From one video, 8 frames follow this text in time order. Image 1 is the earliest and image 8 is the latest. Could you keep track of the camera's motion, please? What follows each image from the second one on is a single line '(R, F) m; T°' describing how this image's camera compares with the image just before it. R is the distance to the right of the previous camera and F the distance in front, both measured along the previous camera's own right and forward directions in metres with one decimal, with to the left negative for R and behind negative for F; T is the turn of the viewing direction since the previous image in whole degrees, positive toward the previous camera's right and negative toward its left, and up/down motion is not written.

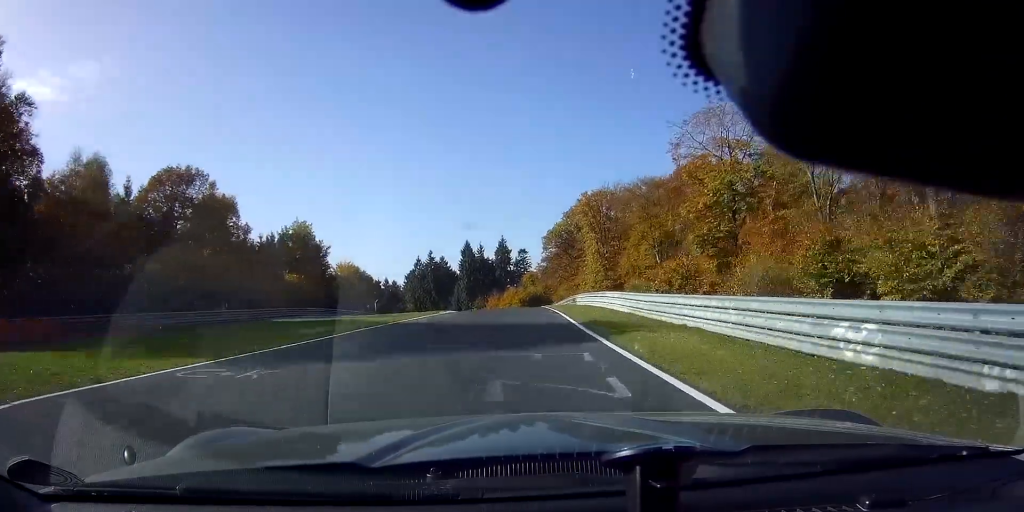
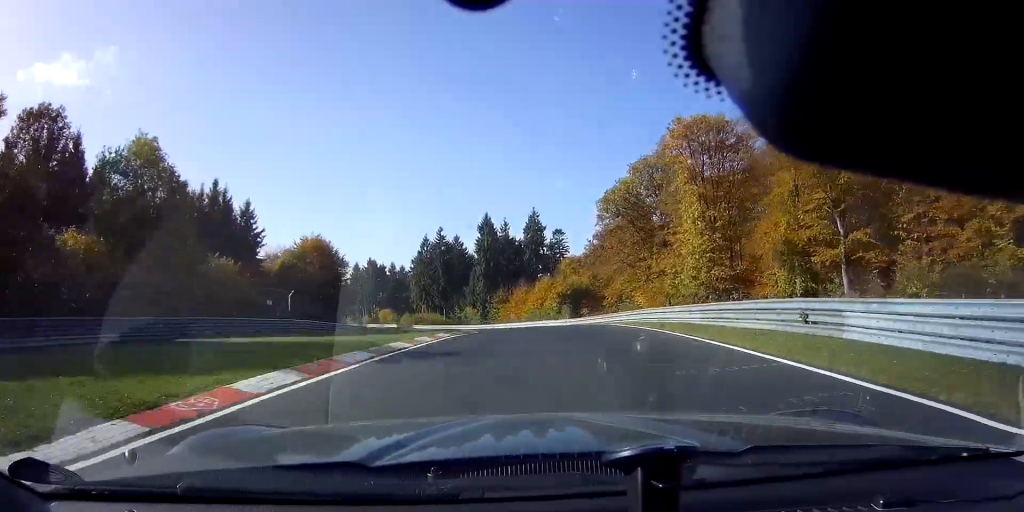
(+0.5, +36.6) m; -1°
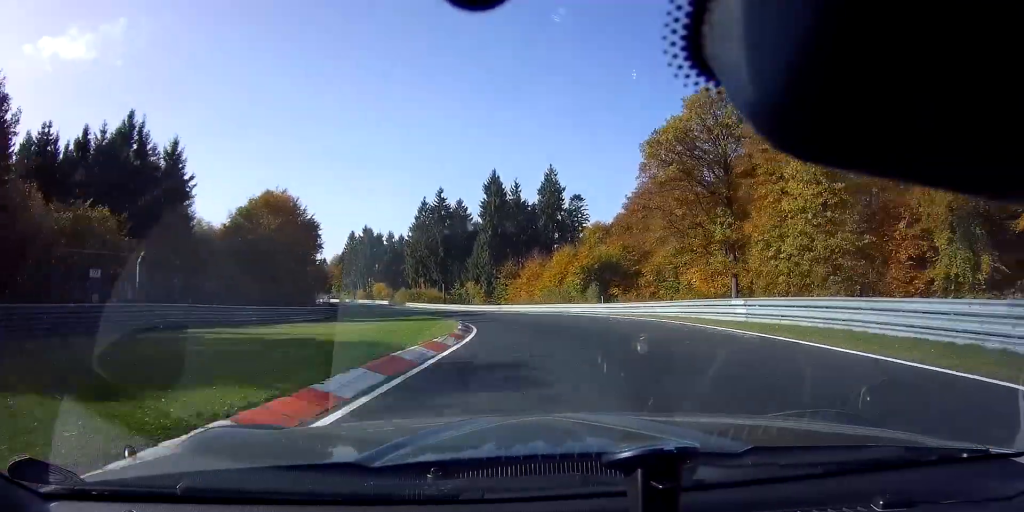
(-0.4, +18.1) m; -5°
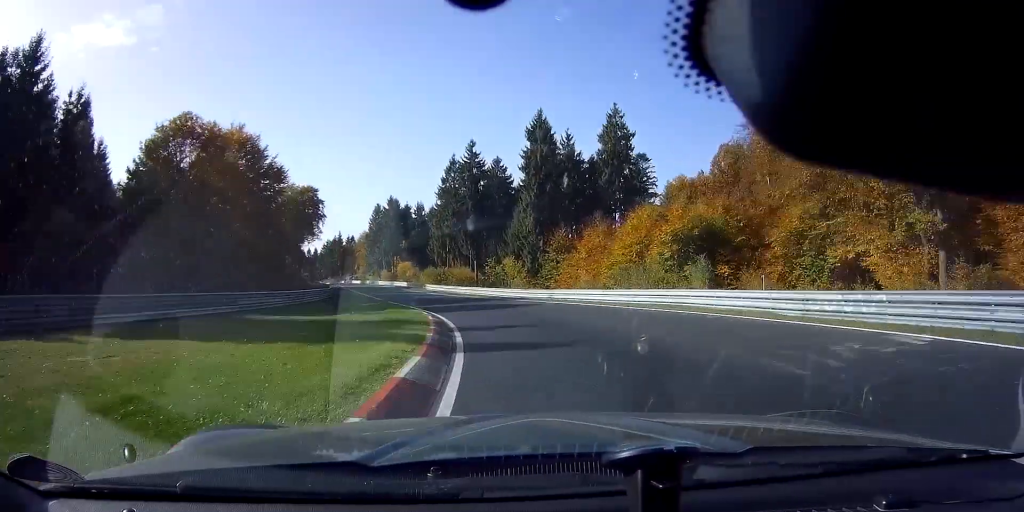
(-0.6, +23.4) m; -7°
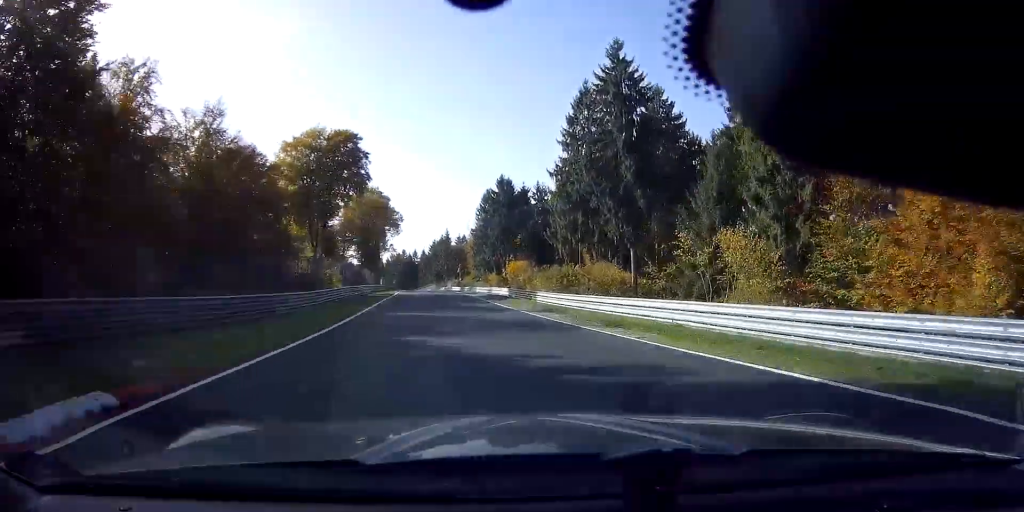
(-4.8, +39.7) m; -7°
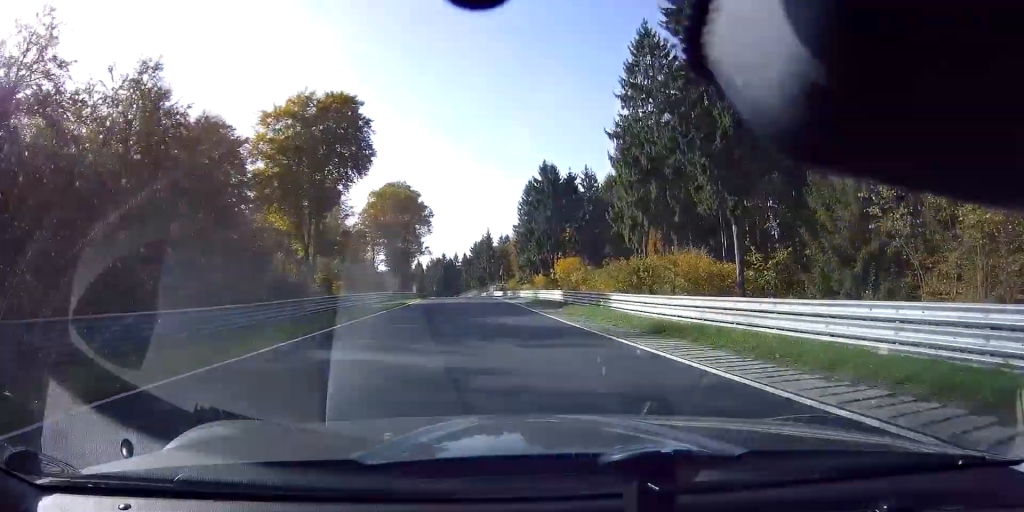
(0.0, +13.7) m; 0°
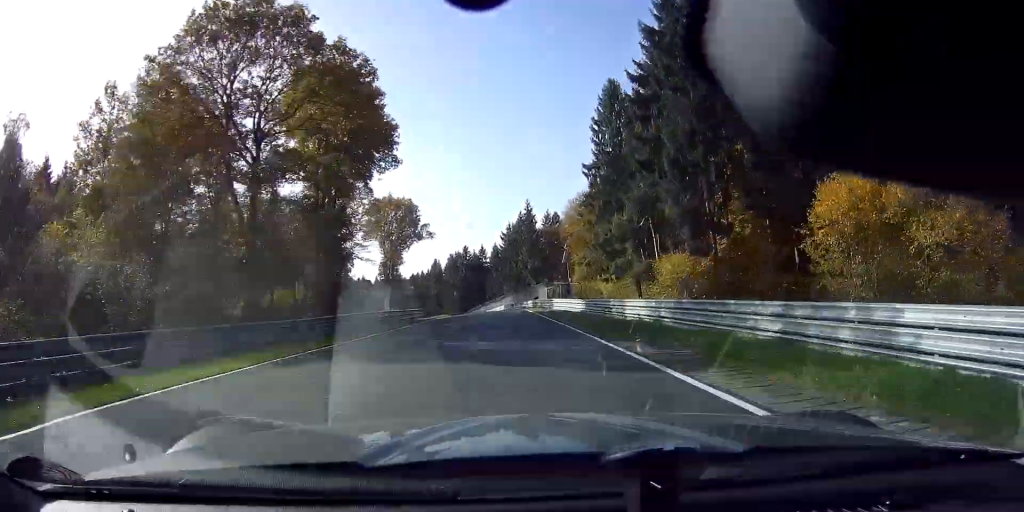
(-3.0, +61.1) m; -8°
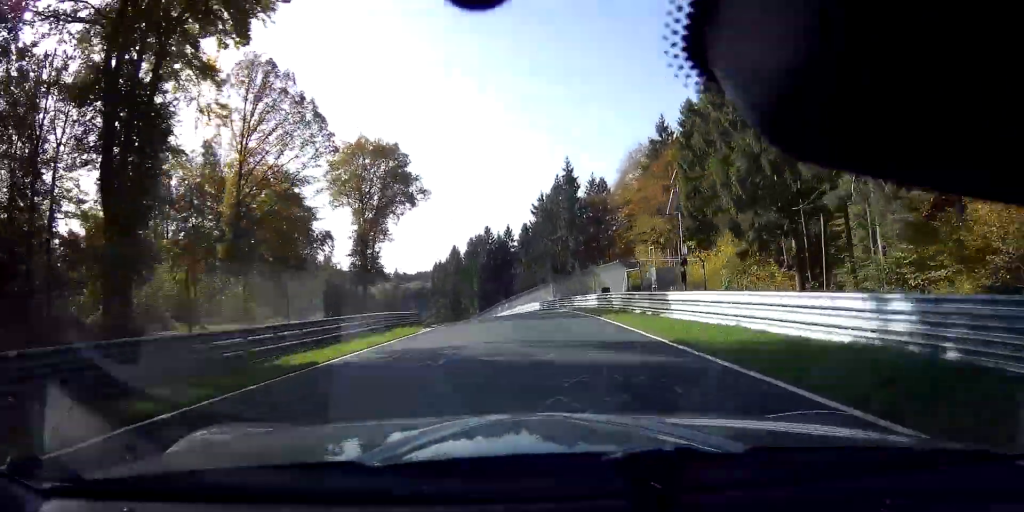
(-1.3, +29.4) m; -5°
